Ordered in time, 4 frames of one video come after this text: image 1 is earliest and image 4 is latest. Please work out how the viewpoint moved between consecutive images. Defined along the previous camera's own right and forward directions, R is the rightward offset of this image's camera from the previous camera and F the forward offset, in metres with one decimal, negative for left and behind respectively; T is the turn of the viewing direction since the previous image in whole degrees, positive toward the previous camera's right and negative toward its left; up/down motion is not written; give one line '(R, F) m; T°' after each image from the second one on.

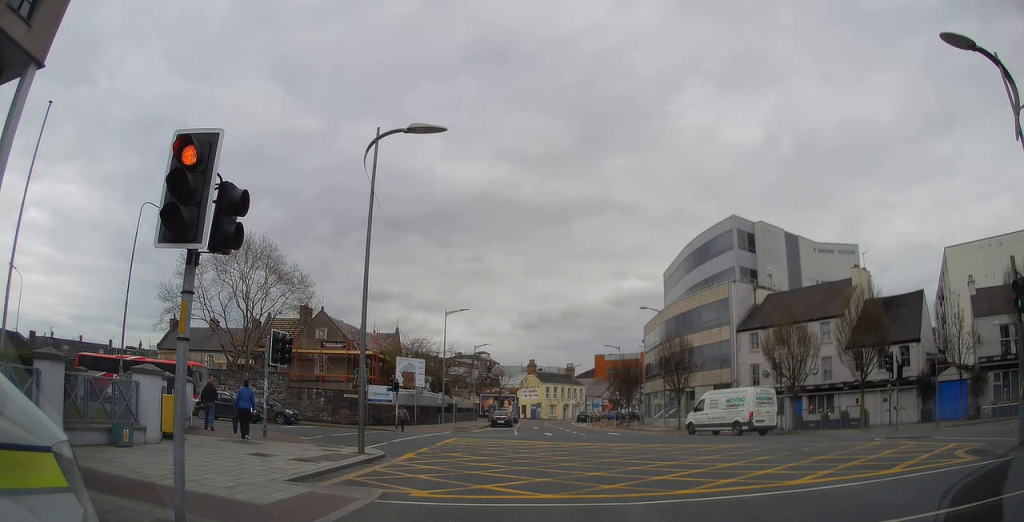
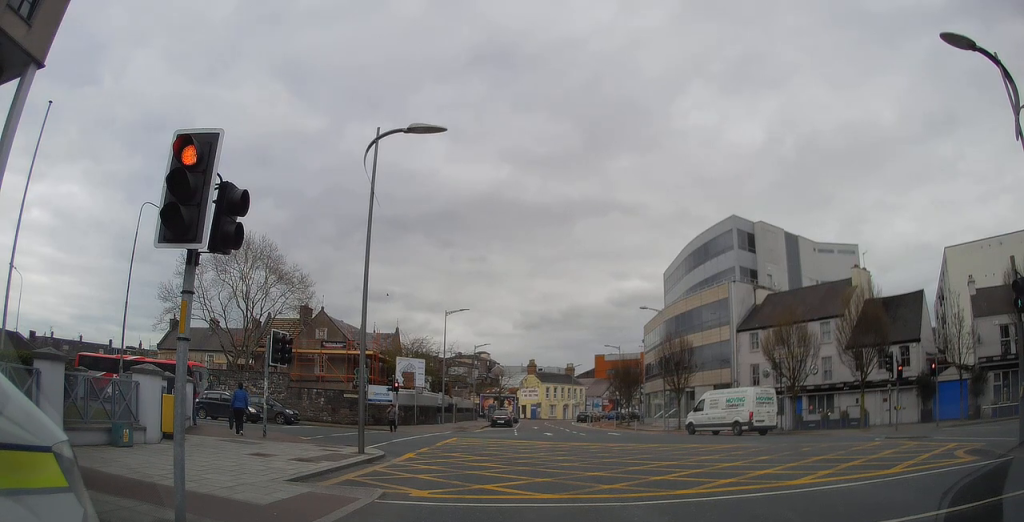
(0.0, 0.0) m; 0°
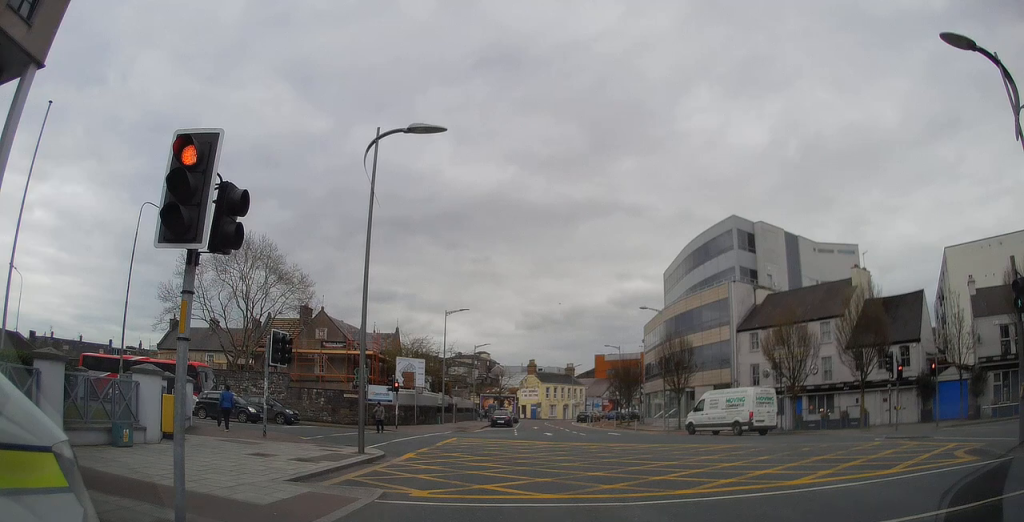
(0.0, 0.0) m; 0°
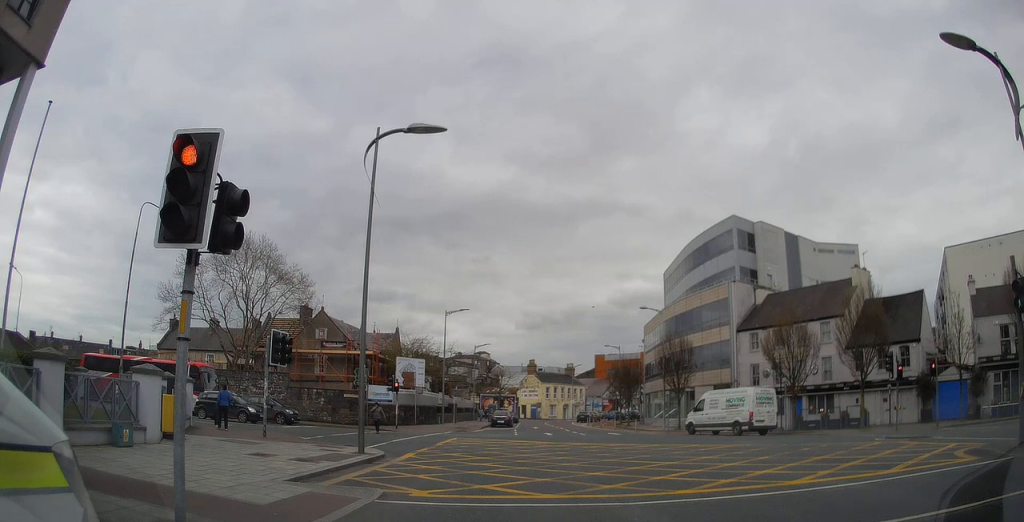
(0.0, 0.0) m; 0°
